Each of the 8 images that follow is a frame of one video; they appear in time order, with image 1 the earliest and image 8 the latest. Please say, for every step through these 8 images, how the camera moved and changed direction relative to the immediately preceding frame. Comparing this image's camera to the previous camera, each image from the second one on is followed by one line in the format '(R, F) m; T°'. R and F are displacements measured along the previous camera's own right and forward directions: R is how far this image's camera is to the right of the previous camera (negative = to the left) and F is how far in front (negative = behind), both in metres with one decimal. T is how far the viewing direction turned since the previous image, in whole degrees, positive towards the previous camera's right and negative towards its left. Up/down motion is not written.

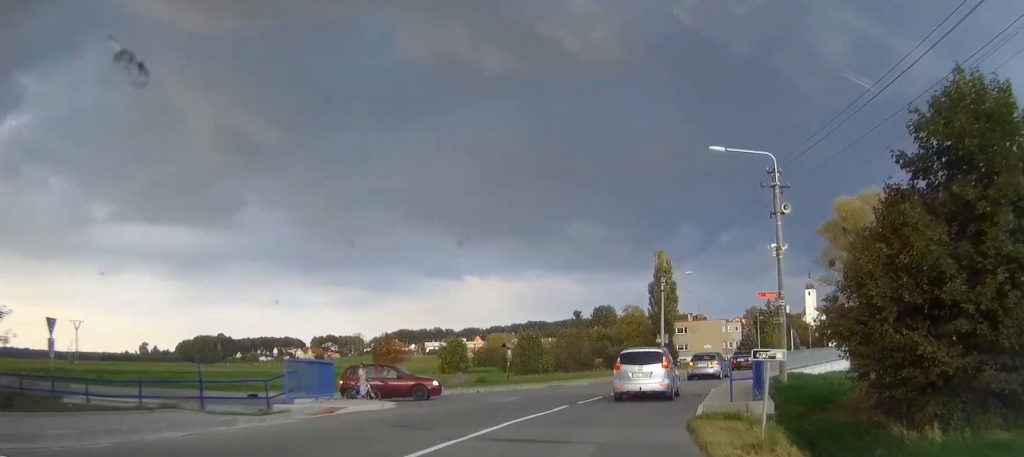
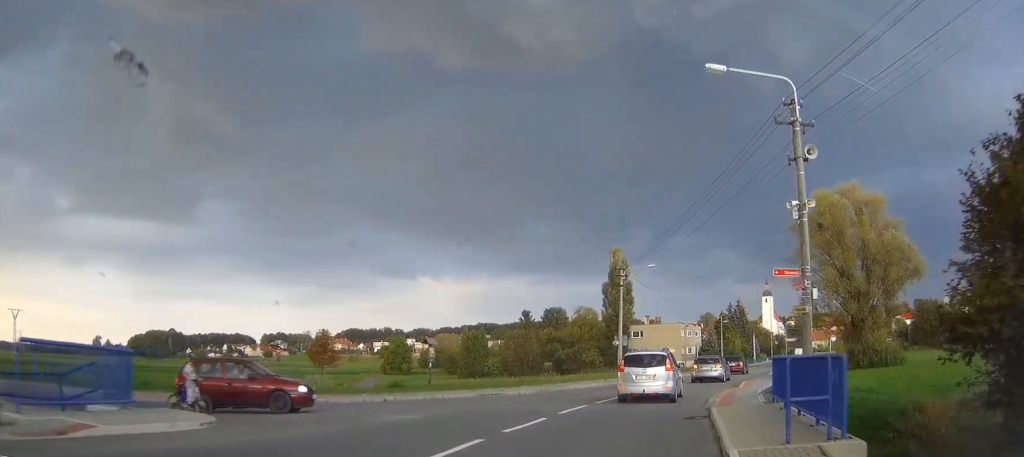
(+0.1, +8.7) m; +4°
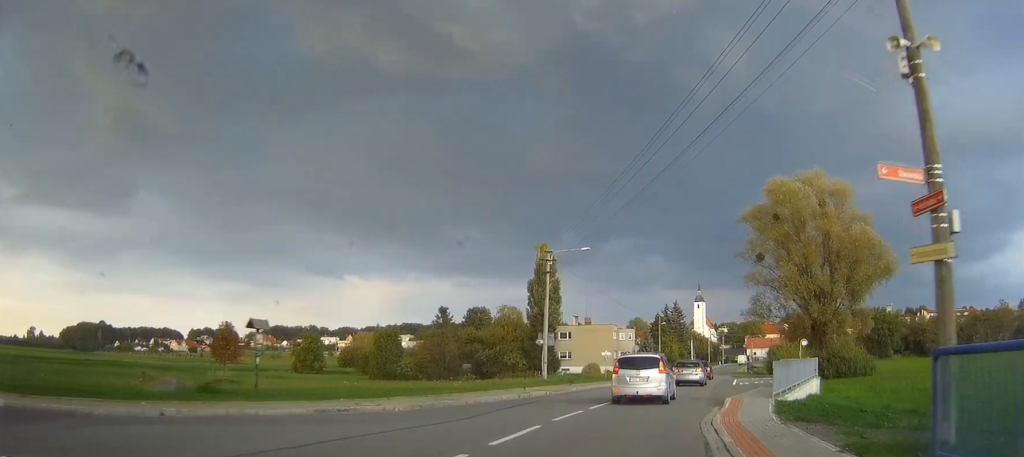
(+0.8, +11.0) m; +4°
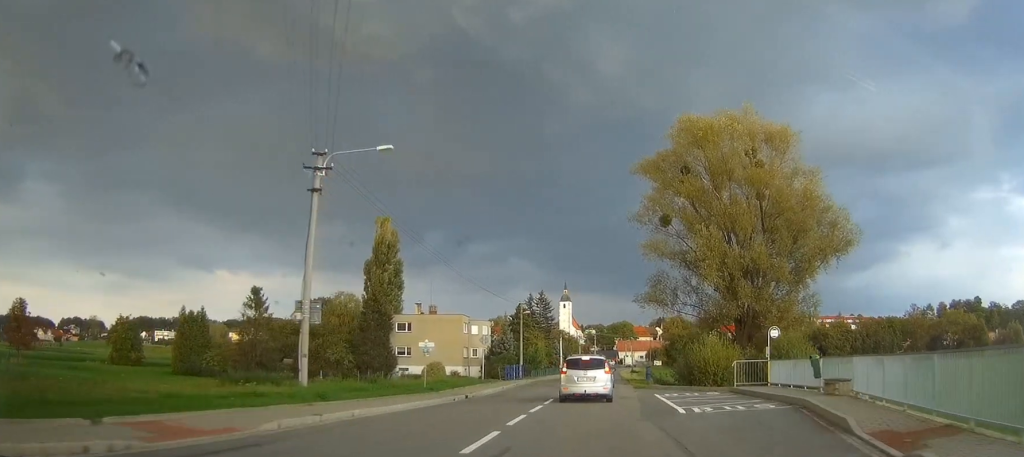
(+1.6, +21.7) m; +10°
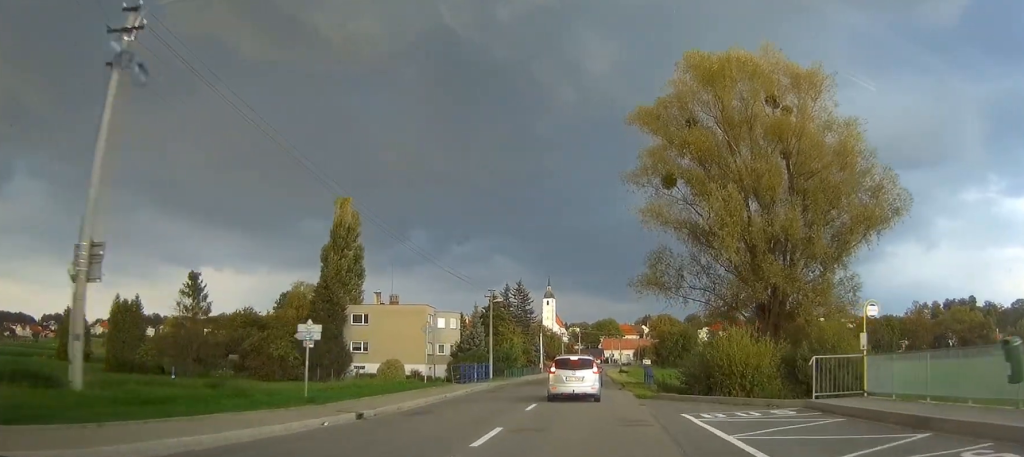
(+0.5, +11.2) m; +4°
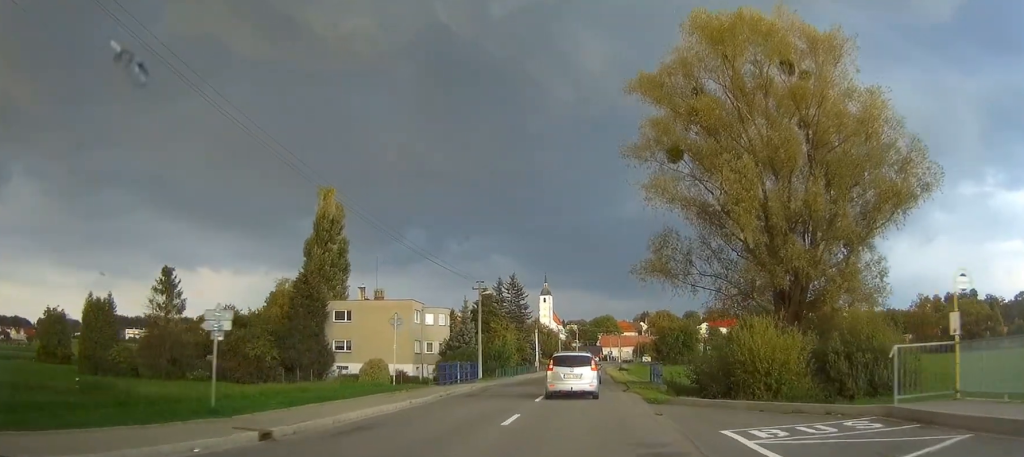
(+0.1, +5.0) m; +1°
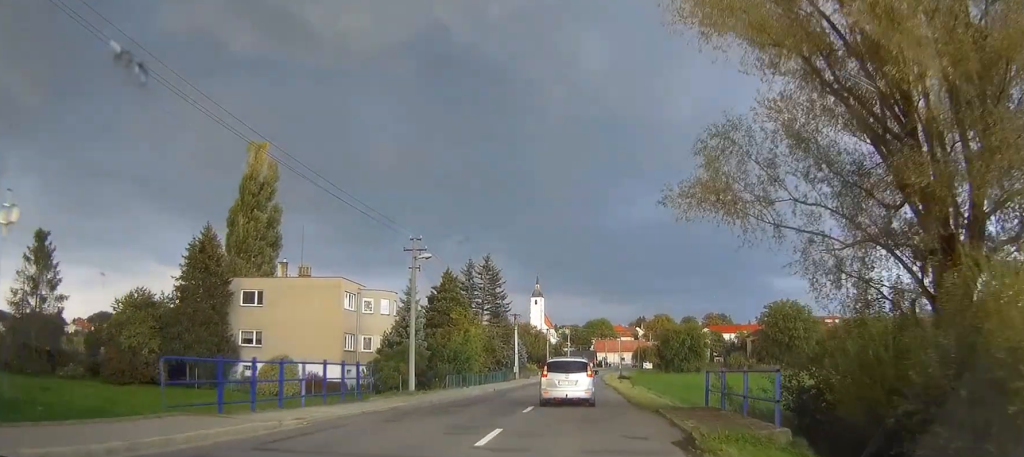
(+0.3, +21.4) m; +1°
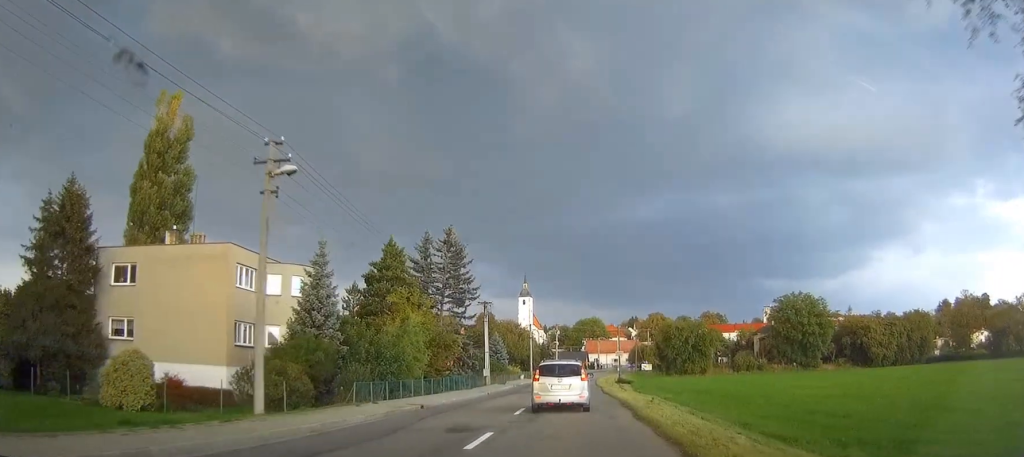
(0.0, +18.4) m; 0°
